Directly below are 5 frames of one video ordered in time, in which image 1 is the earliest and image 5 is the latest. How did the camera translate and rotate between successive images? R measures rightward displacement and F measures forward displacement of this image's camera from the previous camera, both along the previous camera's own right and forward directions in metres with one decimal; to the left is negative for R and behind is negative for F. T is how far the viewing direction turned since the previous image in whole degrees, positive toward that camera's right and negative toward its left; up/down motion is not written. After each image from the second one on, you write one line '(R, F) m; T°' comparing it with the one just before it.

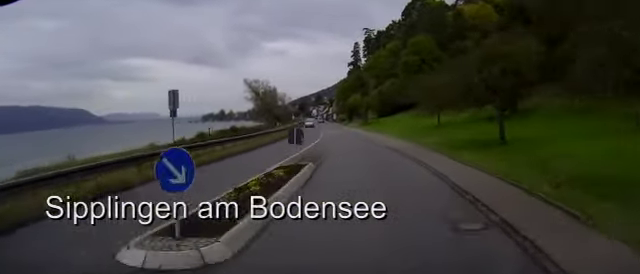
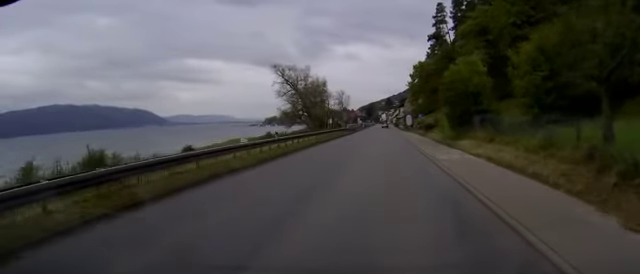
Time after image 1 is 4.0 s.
(-4.8, +63.8) m; -6°
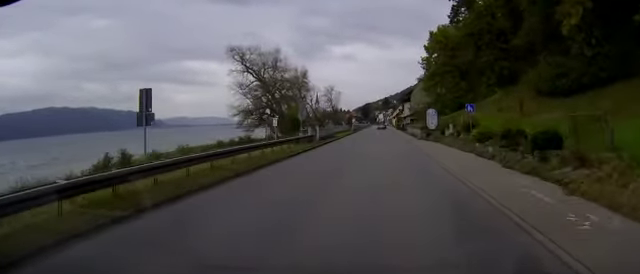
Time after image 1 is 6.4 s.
(0.0, +37.5) m; 0°
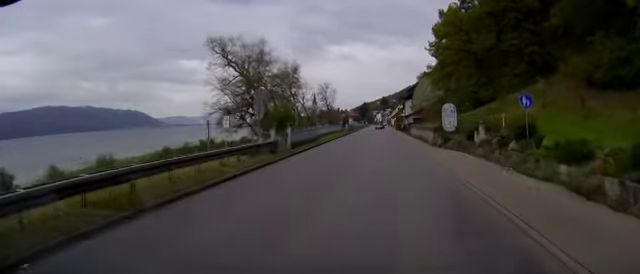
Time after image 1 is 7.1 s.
(0.0, +11.2) m; 0°
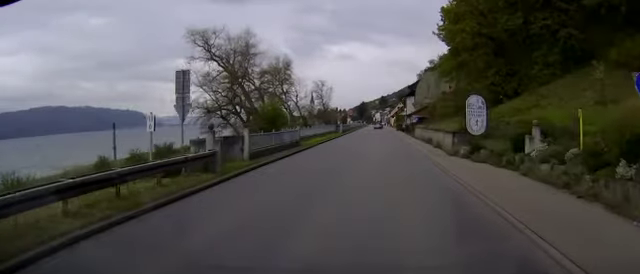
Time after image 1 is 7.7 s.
(0.0, +8.5) m; 0°
